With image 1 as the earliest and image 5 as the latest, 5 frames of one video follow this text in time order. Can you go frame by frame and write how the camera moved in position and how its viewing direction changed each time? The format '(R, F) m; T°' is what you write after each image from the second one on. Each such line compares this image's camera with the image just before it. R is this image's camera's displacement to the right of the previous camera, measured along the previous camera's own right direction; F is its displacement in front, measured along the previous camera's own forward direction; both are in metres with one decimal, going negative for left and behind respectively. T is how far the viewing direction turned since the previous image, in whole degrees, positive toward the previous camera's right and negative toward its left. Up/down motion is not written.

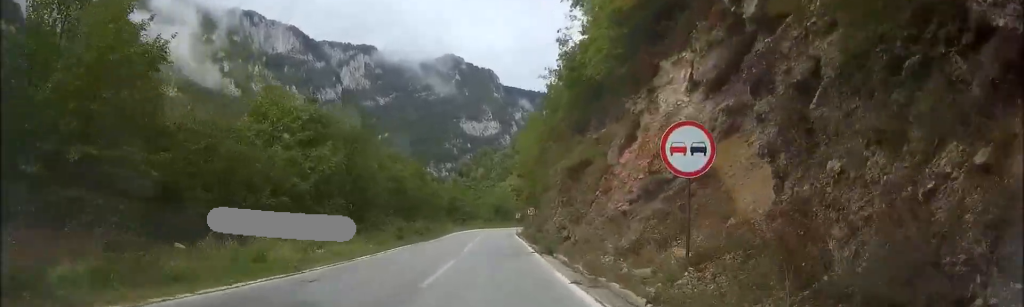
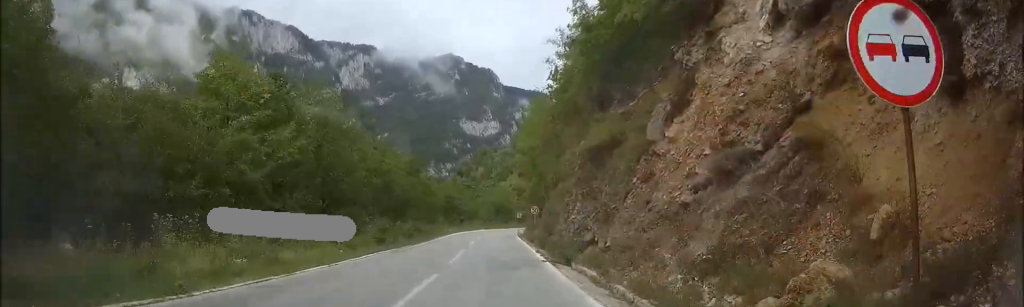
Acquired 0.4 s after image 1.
(0.0, +7.1) m; 0°
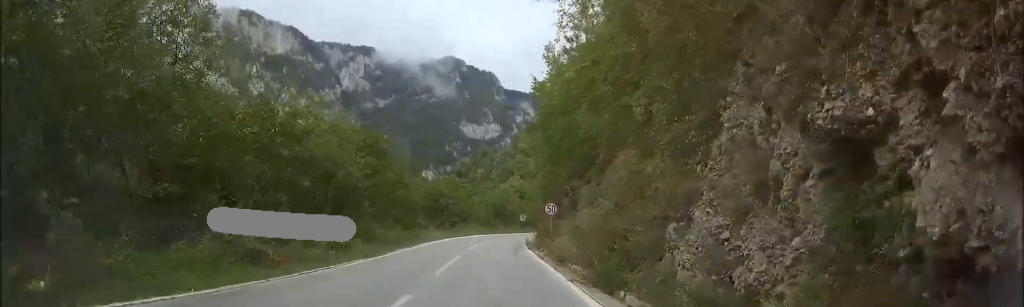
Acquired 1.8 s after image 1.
(0.0, +18.7) m; 0°
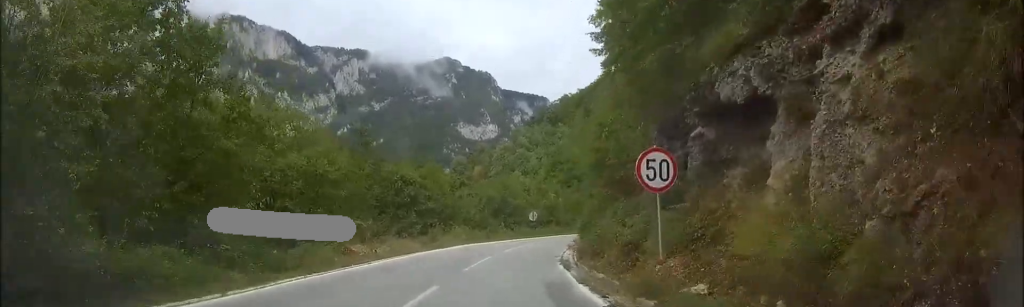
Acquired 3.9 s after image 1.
(+0.3, +26.6) m; +1°
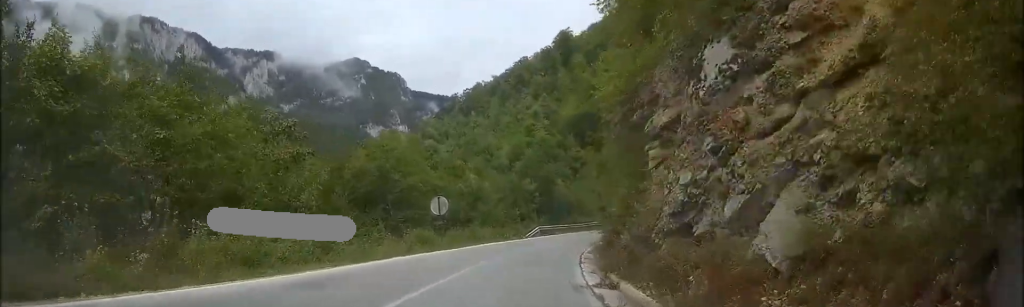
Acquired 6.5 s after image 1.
(+1.3, +34.3) m; +7°
